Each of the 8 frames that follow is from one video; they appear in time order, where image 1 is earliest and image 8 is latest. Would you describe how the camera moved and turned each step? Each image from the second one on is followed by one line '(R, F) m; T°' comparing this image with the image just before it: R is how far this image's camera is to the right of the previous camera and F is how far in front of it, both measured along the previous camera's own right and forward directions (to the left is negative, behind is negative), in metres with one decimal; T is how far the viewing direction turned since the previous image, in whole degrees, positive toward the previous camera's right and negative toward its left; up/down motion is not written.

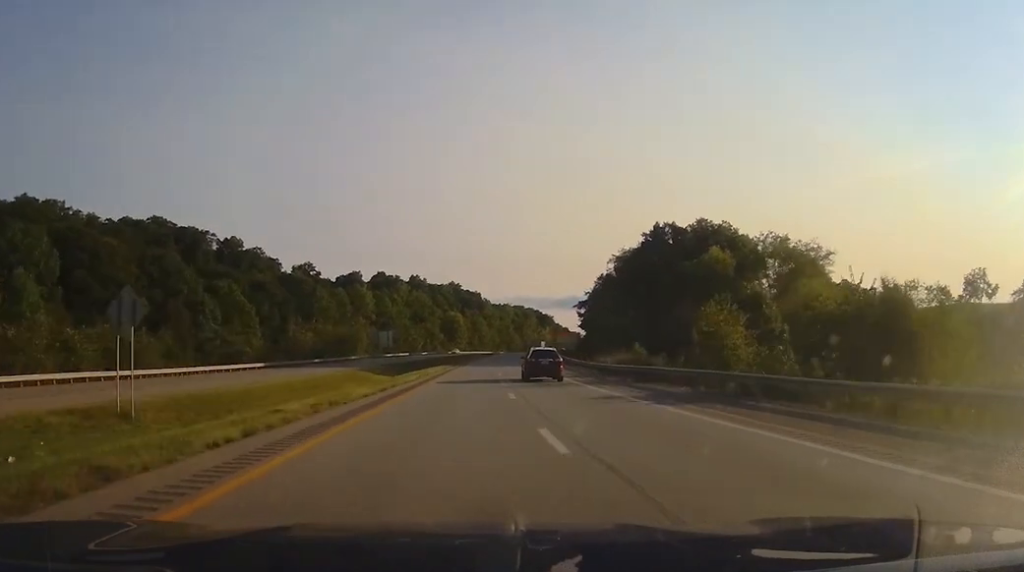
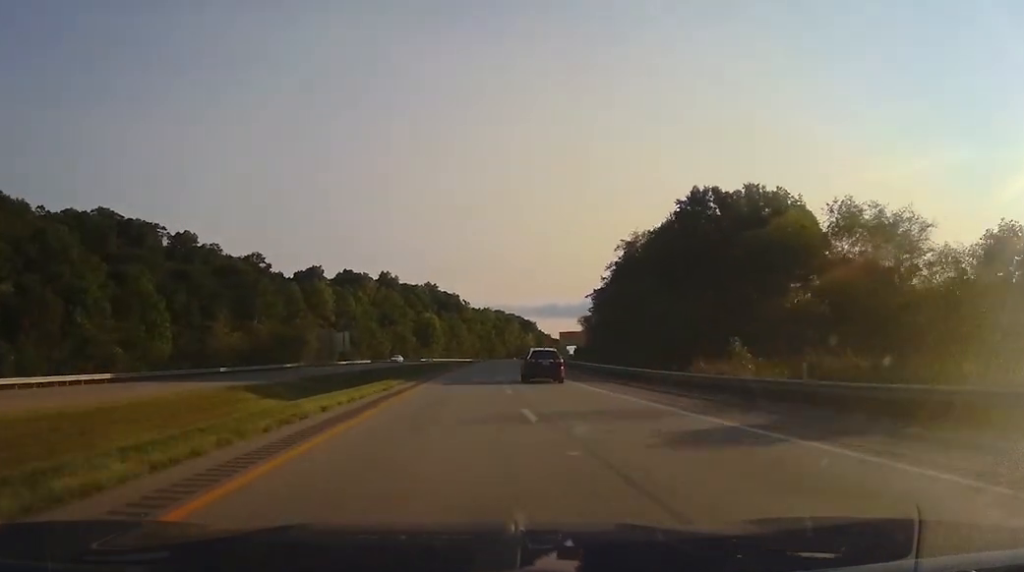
(+0.9, +32.1) m; +2°
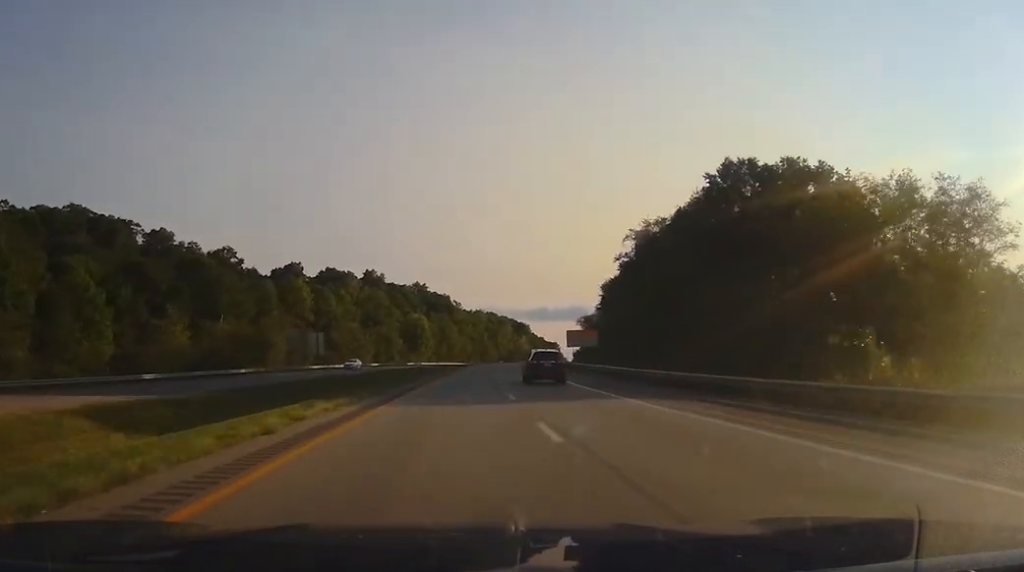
(+0.2, +15.5) m; +1°
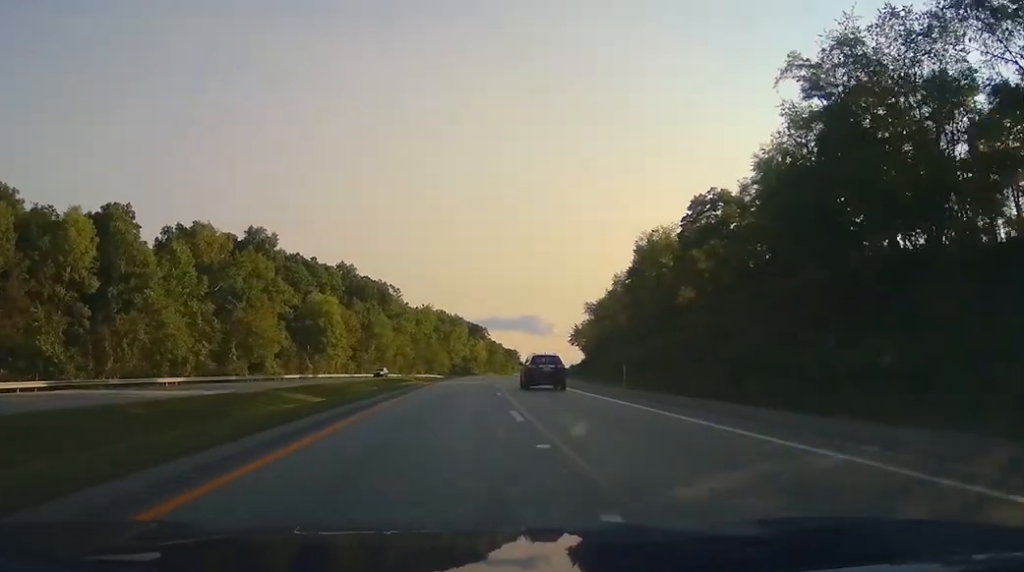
(+3.4, +80.5) m; +4°
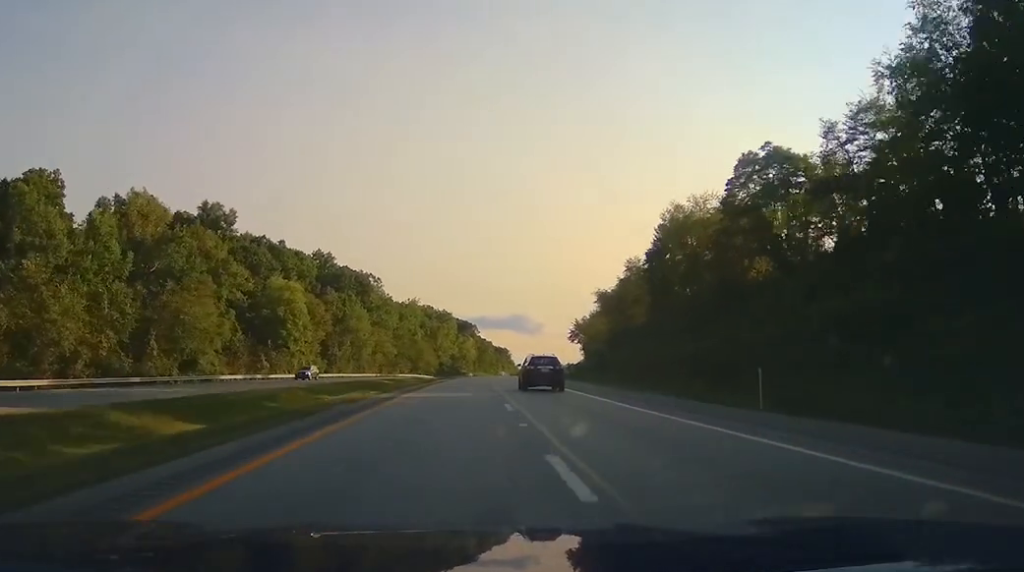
(0.0, +20.5) m; +1°
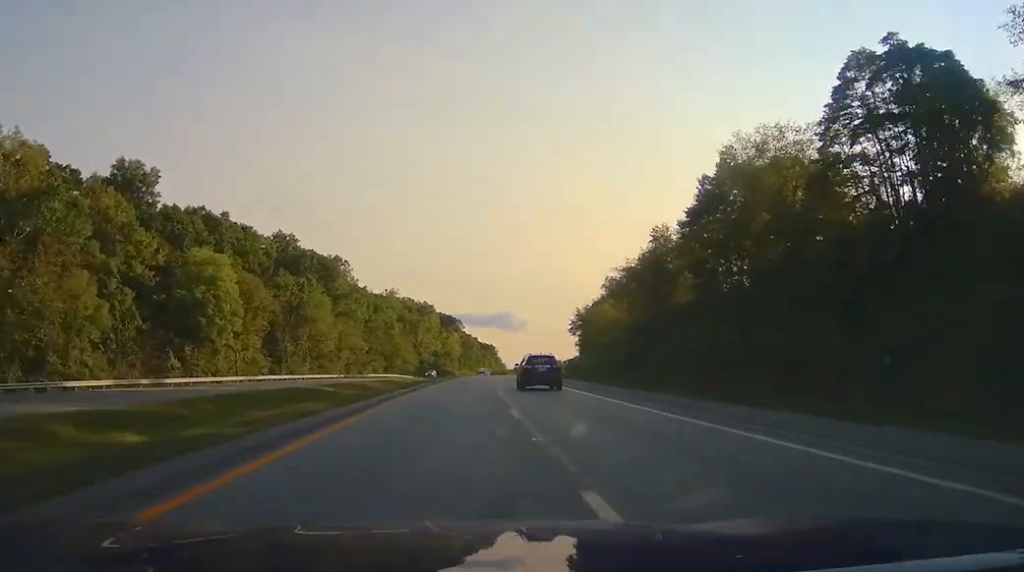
(+0.2, +26.9) m; +2°
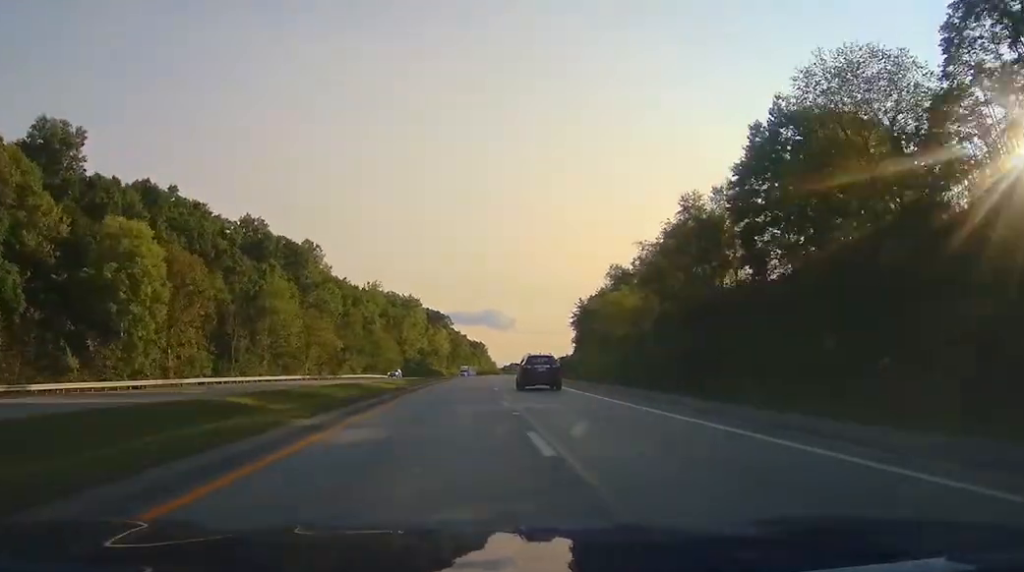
(+0.4, +18.2) m; +1°
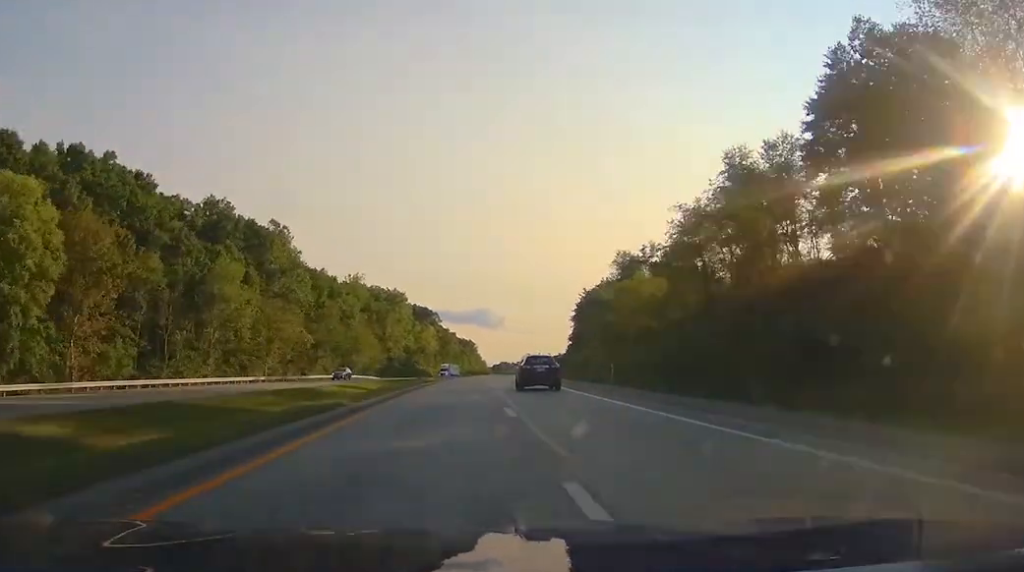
(+0.1, +17.2) m; 0°
